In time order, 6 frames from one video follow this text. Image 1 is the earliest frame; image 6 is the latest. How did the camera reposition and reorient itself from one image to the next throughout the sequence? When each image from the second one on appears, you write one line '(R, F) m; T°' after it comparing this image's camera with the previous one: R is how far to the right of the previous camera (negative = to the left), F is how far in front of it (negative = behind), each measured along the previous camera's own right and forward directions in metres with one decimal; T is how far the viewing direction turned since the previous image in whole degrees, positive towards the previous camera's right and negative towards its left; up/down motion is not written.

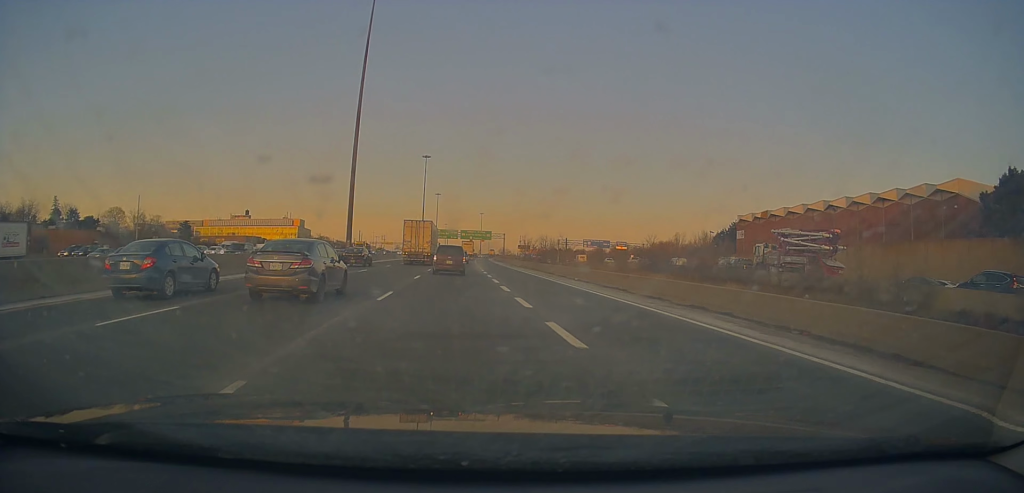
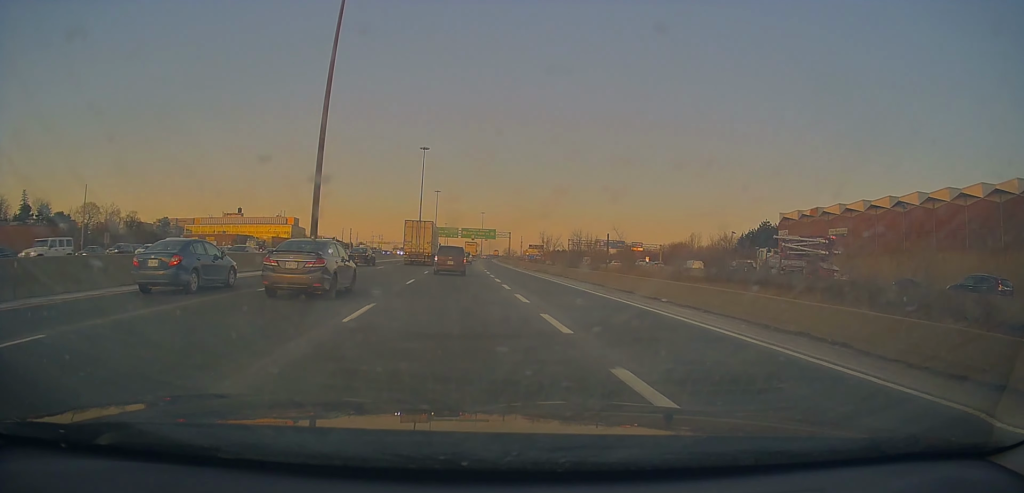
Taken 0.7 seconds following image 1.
(-0.1, +16.7) m; 0°
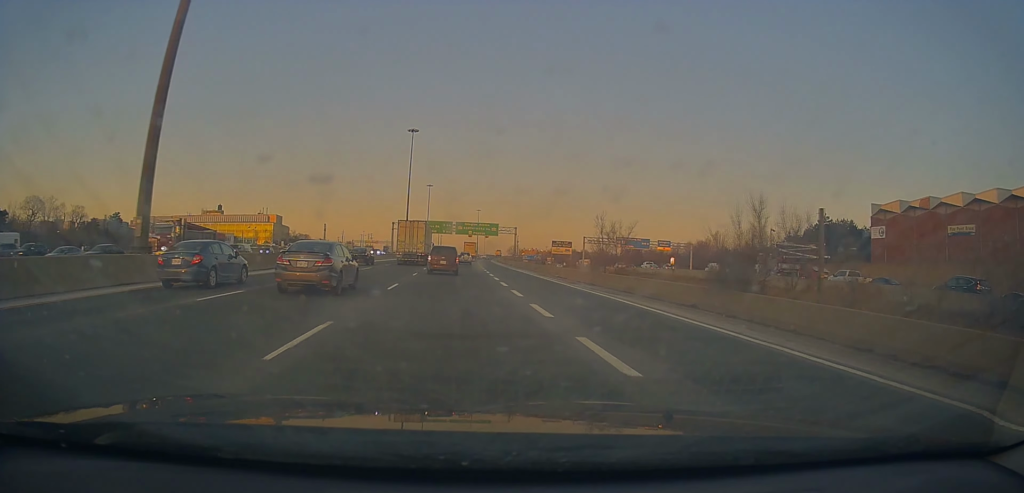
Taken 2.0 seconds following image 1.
(-0.2, +27.7) m; +1°
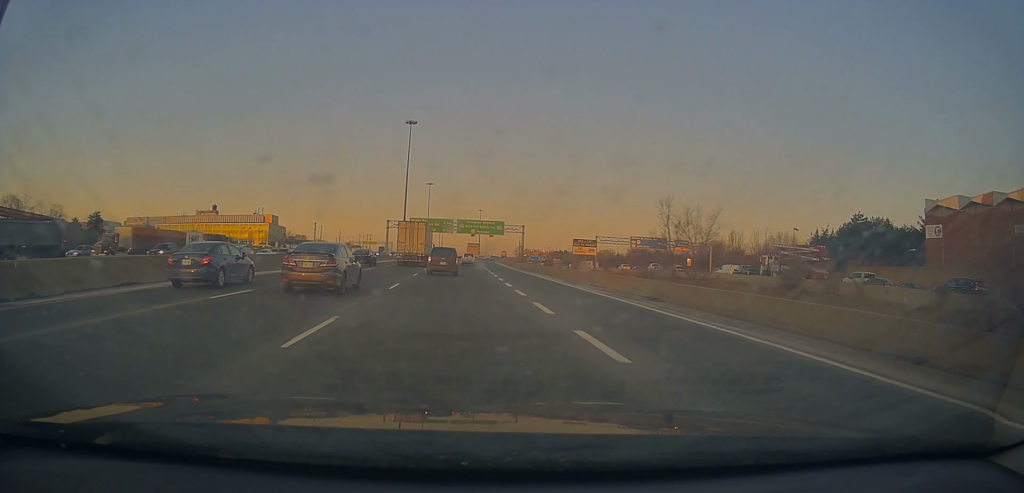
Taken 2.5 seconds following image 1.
(0.0, +11.2) m; +1°
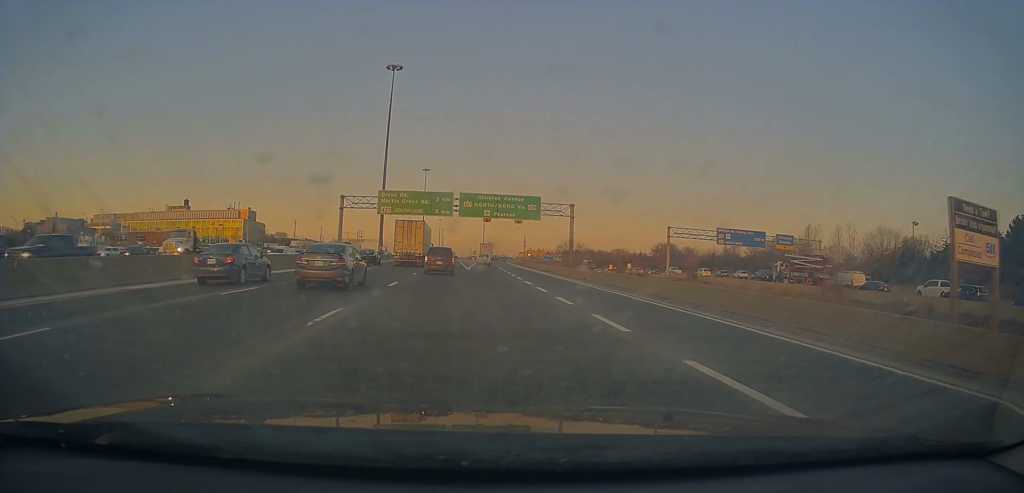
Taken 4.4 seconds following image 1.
(-0.6, +44.7) m; -2°
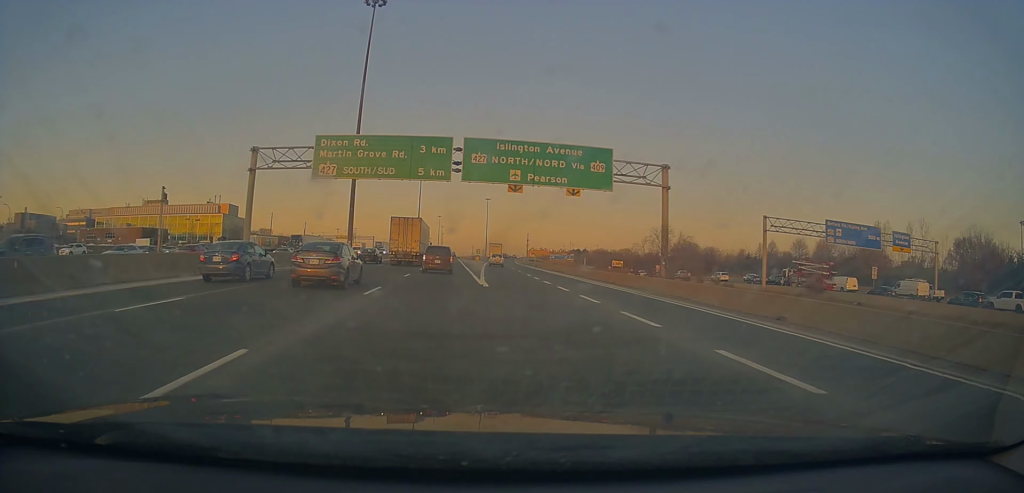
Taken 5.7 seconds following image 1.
(+0.4, +29.1) m; 0°
